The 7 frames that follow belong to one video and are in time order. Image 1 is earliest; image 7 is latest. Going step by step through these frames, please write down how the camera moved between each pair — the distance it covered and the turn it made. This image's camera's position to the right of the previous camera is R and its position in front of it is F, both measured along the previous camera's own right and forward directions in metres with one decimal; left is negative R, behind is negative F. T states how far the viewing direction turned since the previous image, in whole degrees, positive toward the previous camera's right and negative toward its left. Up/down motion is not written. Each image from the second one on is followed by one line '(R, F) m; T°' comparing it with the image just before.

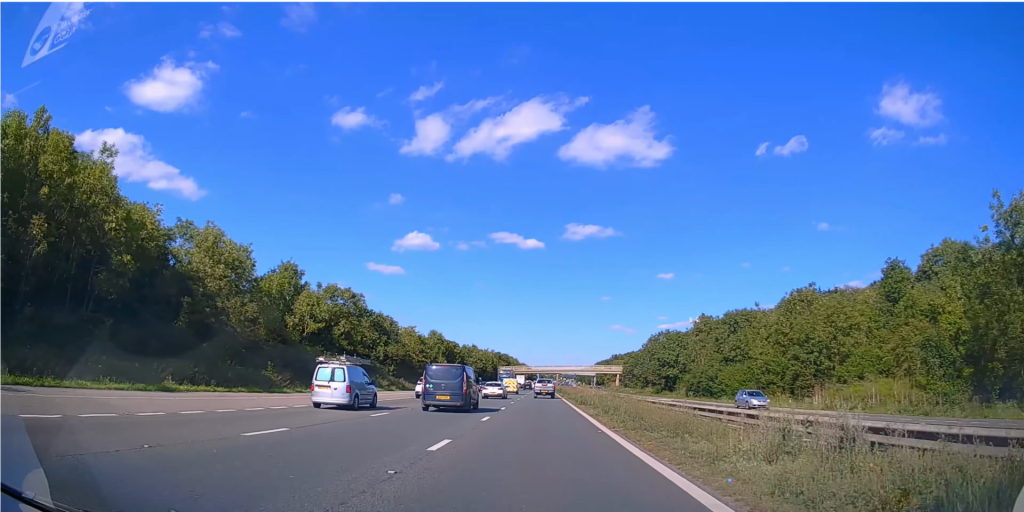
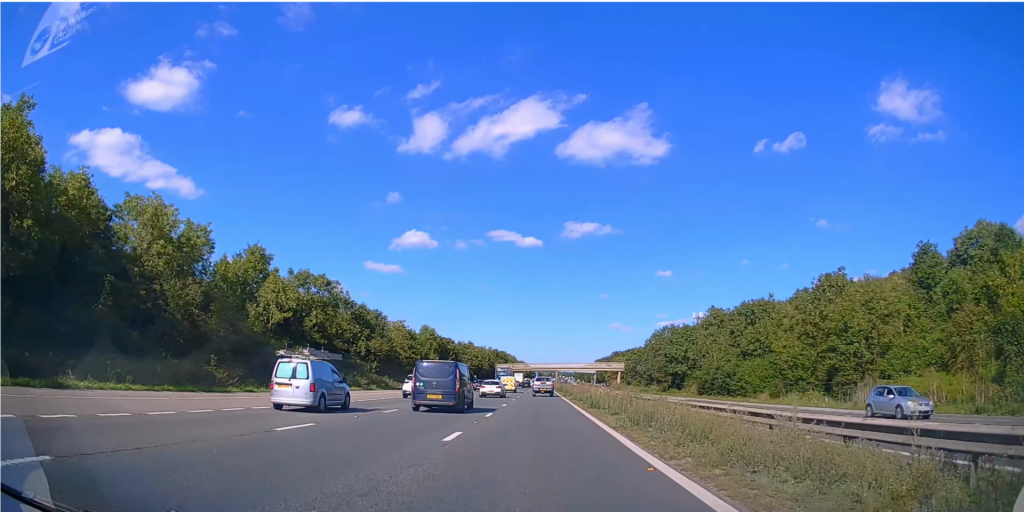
(0.0, +8.2) m; 0°
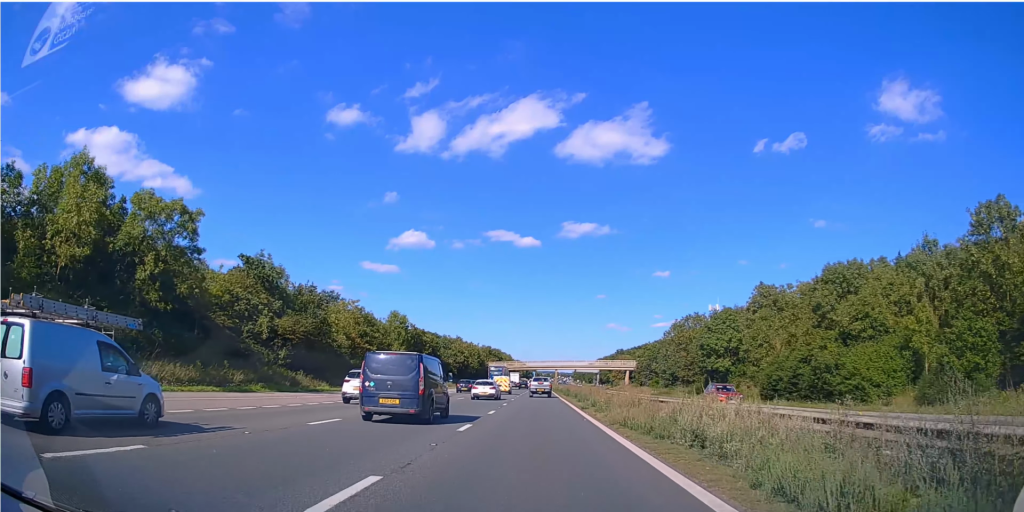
(+0.2, +26.6) m; +1°
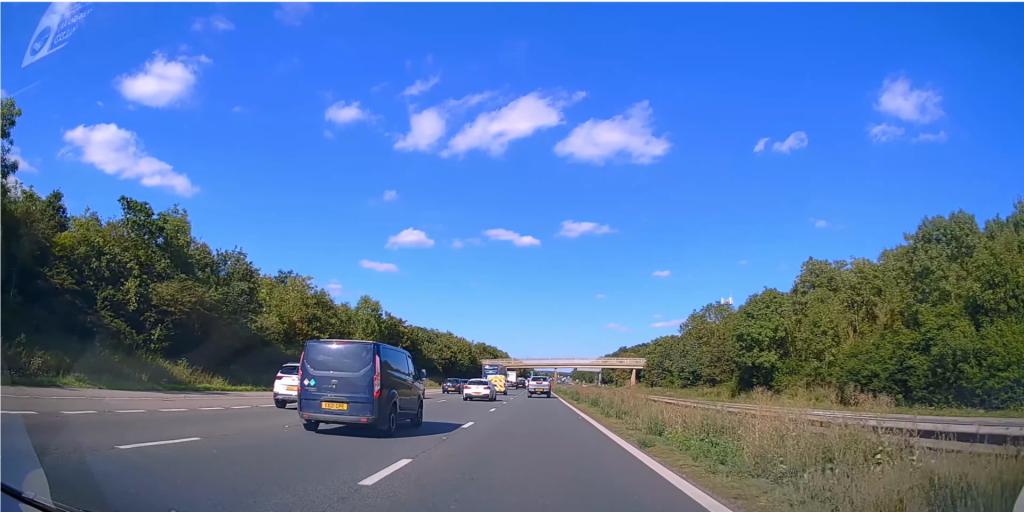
(0.0, +16.7) m; 0°
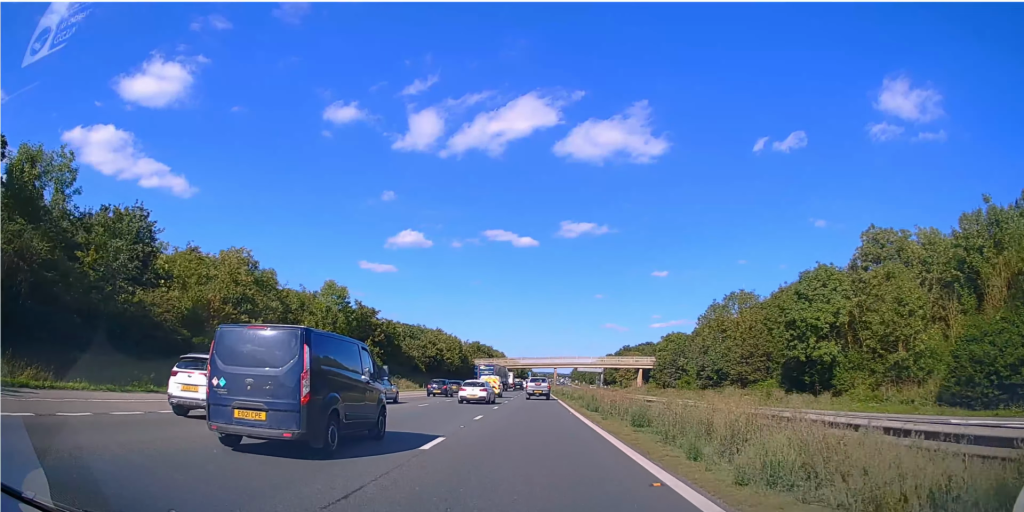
(0.0, +14.7) m; 0°
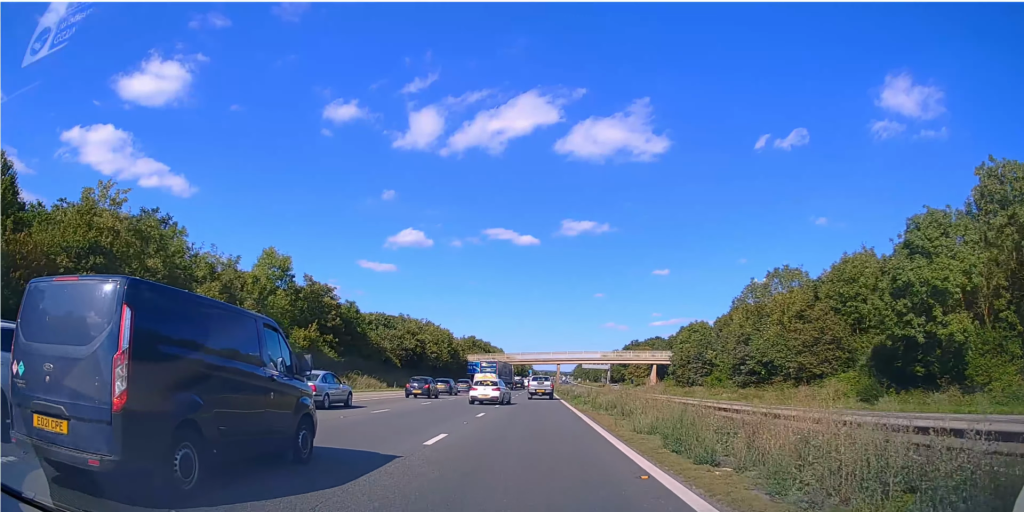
(-0.1, +18.0) m; -1°
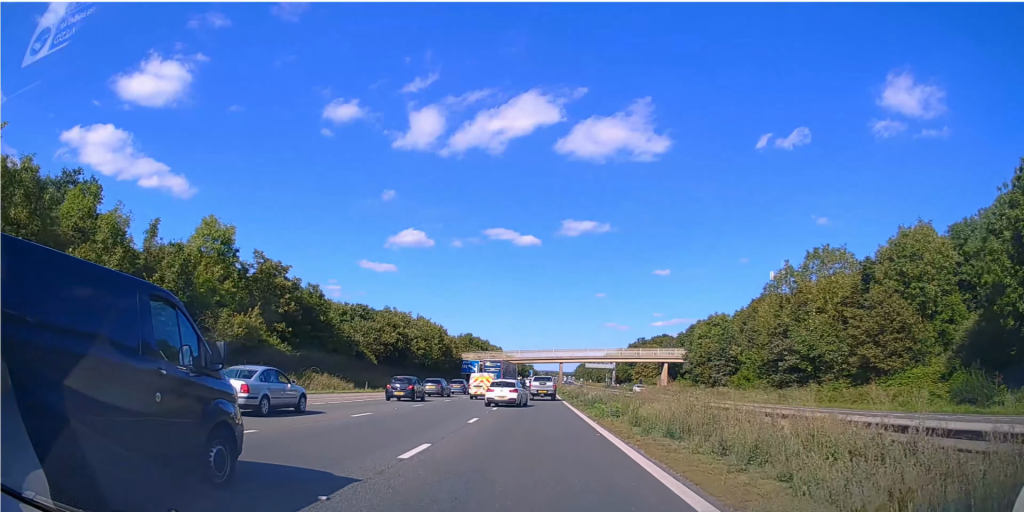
(-0.1, +11.3) m; 0°
